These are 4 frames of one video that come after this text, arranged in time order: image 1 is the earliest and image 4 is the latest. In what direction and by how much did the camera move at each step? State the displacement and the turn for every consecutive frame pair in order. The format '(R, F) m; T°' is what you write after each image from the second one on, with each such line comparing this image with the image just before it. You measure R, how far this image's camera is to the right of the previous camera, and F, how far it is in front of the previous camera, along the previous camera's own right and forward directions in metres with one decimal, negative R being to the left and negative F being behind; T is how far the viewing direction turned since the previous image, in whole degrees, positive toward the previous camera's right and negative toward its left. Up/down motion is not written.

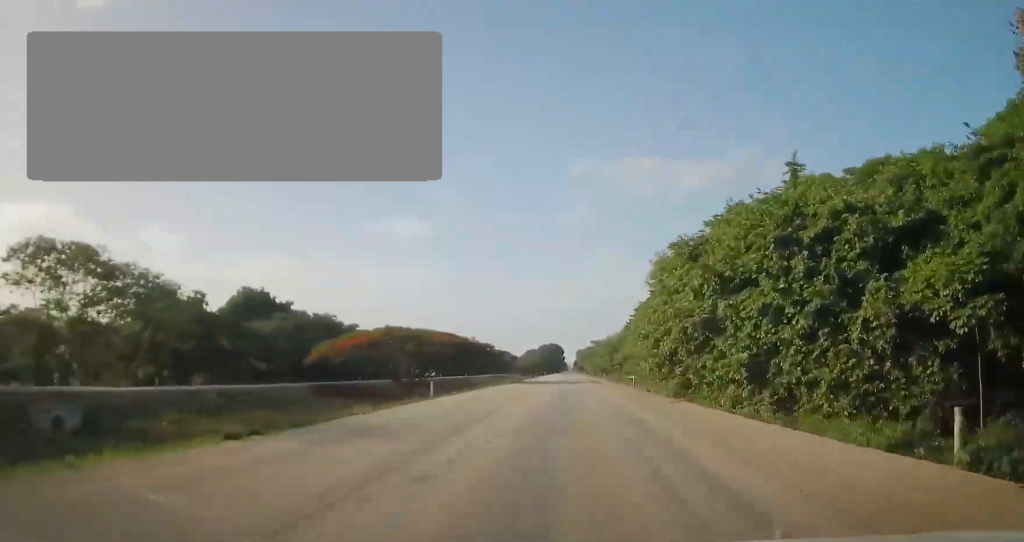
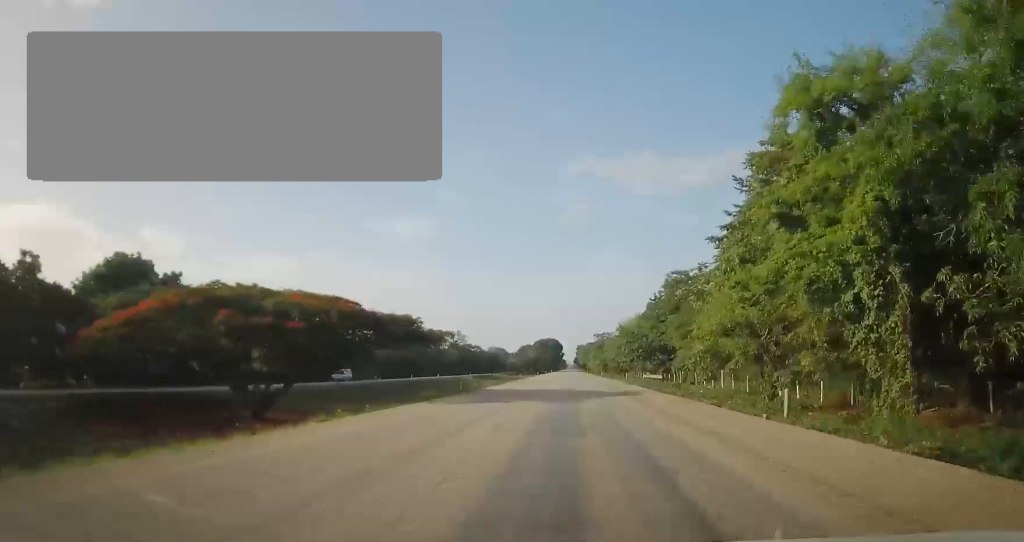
(-0.2, +33.3) m; -1°
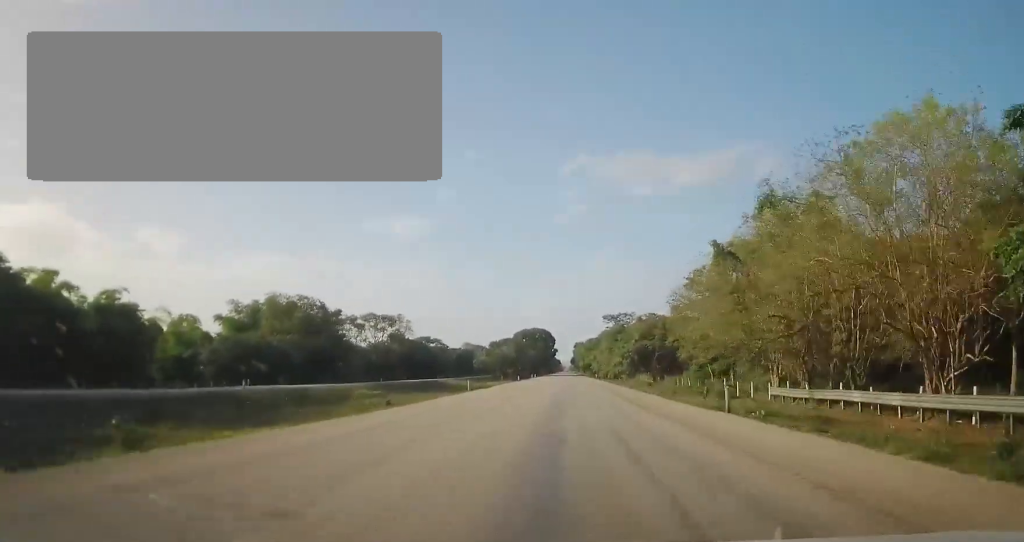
(-0.2, +75.6) m; 0°
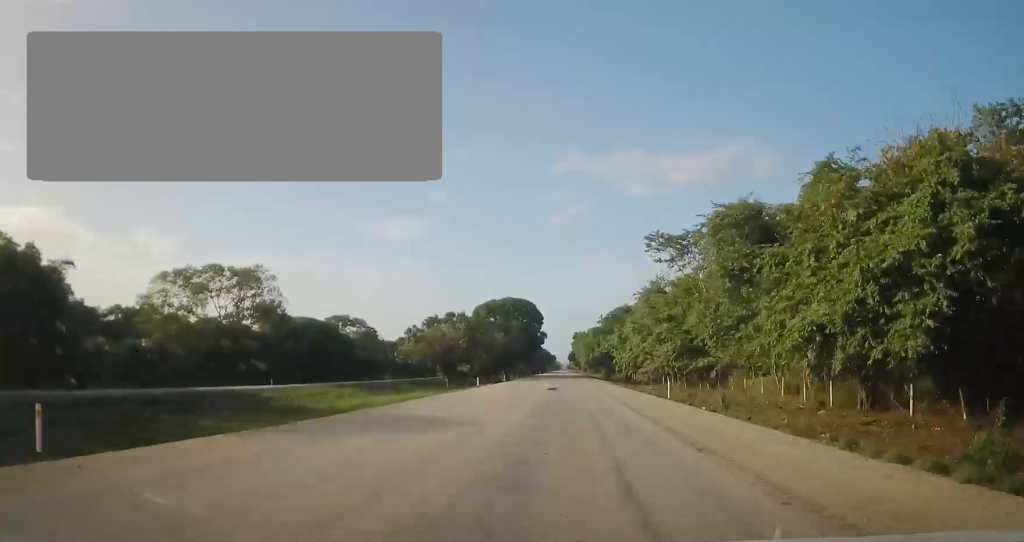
(+0.4, +73.0) m; 0°
